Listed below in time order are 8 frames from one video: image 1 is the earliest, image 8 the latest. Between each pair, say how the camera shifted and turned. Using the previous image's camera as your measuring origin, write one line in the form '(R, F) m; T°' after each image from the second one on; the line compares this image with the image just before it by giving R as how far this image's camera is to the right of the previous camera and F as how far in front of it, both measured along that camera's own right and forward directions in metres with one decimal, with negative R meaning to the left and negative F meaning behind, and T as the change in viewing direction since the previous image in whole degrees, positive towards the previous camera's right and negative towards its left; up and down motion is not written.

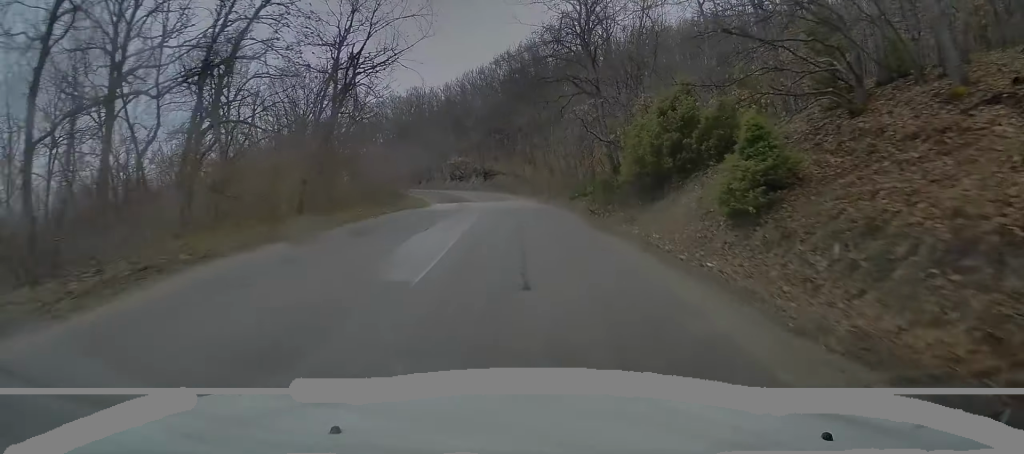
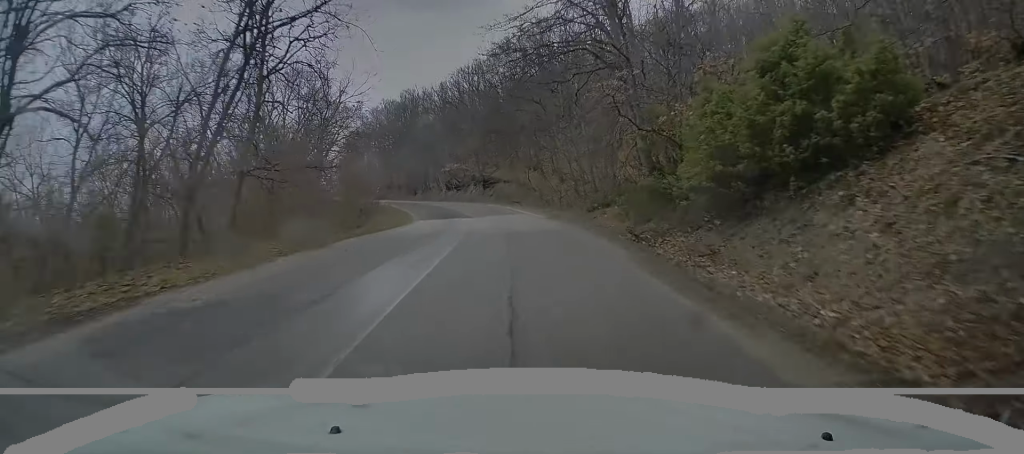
(-0.2, +9.2) m; 0°
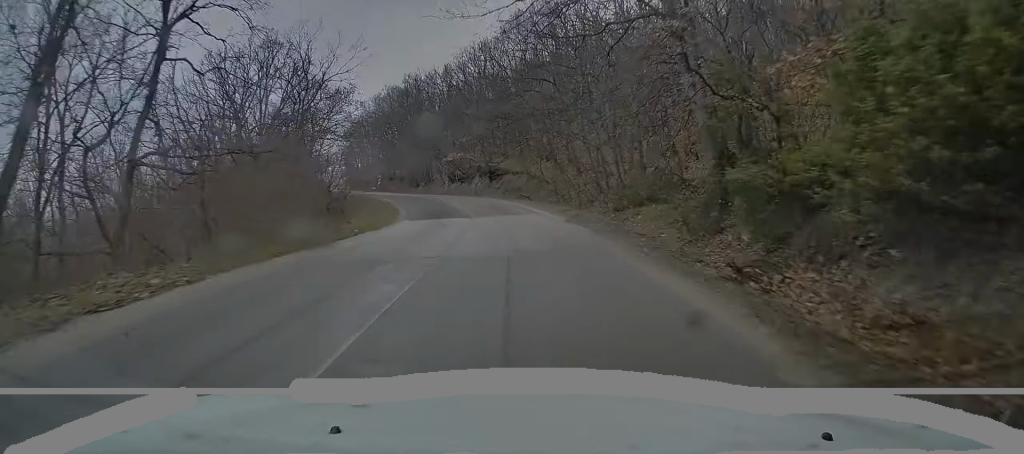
(+0.1, +7.0) m; -1°
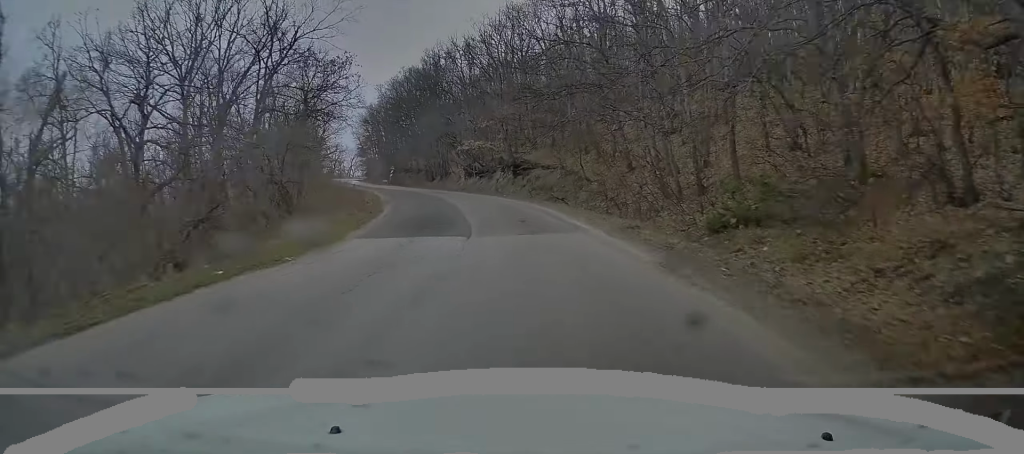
(-0.2, +11.1) m; -2°
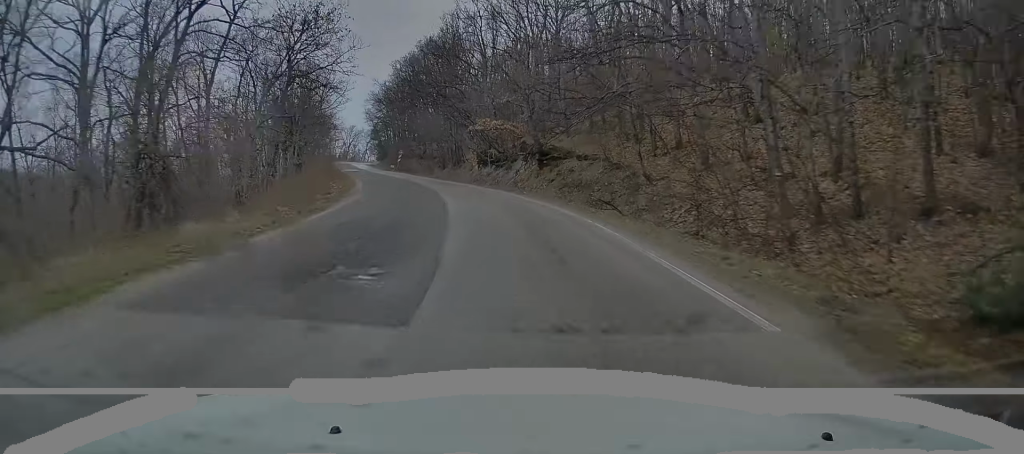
(-0.3, +10.8) m; -3°
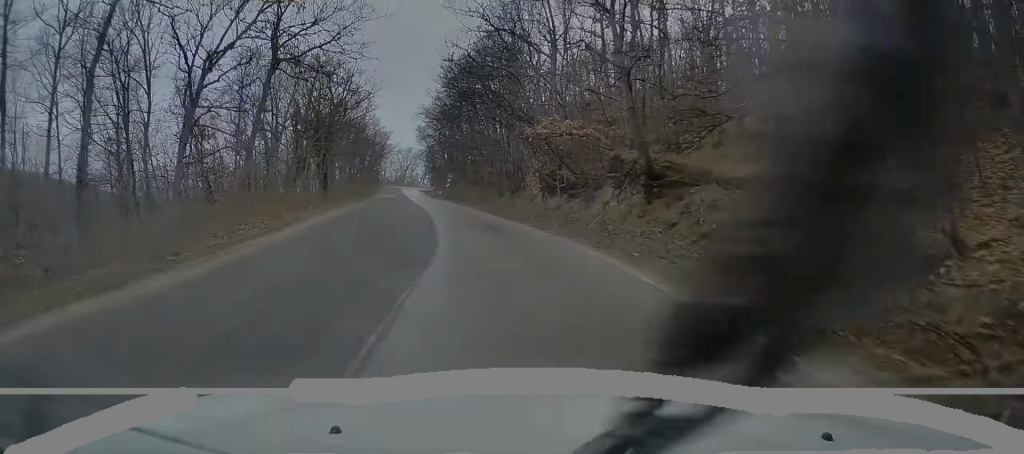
(-0.7, +15.1) m; -6°
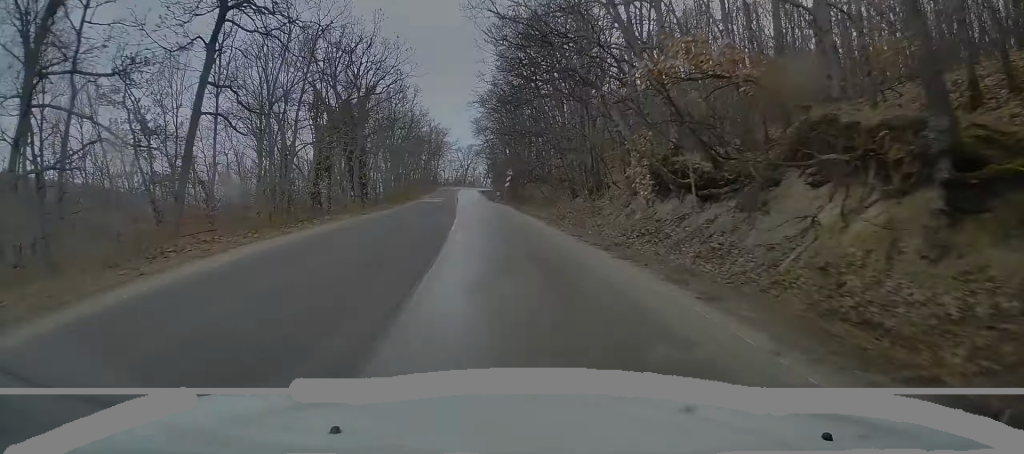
(-0.7, +12.2) m; -5°
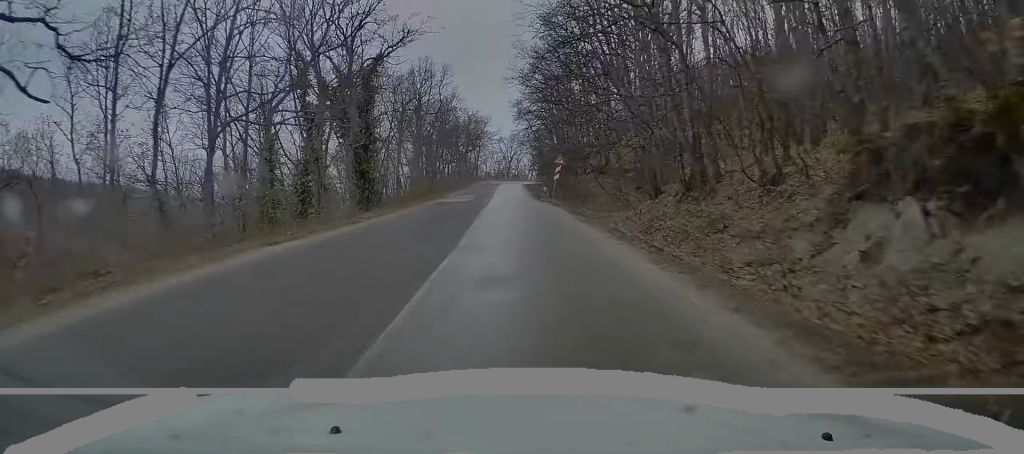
(-0.5, +12.7) m; -2°
